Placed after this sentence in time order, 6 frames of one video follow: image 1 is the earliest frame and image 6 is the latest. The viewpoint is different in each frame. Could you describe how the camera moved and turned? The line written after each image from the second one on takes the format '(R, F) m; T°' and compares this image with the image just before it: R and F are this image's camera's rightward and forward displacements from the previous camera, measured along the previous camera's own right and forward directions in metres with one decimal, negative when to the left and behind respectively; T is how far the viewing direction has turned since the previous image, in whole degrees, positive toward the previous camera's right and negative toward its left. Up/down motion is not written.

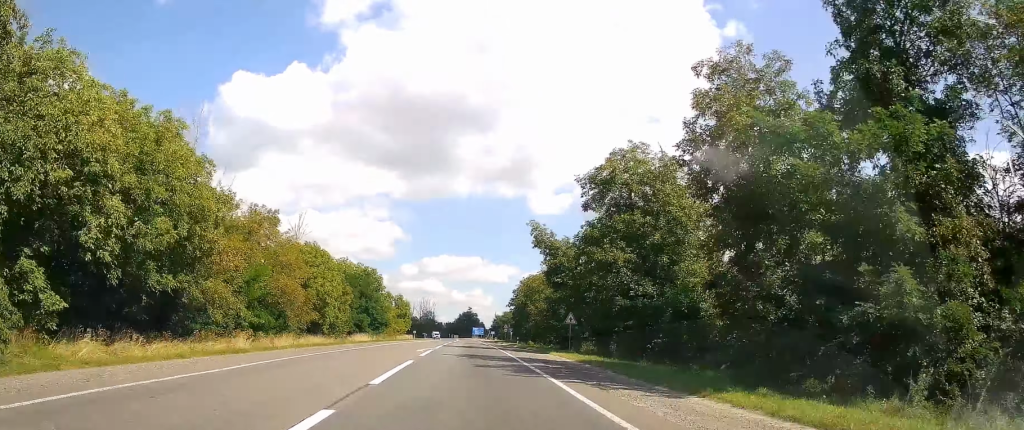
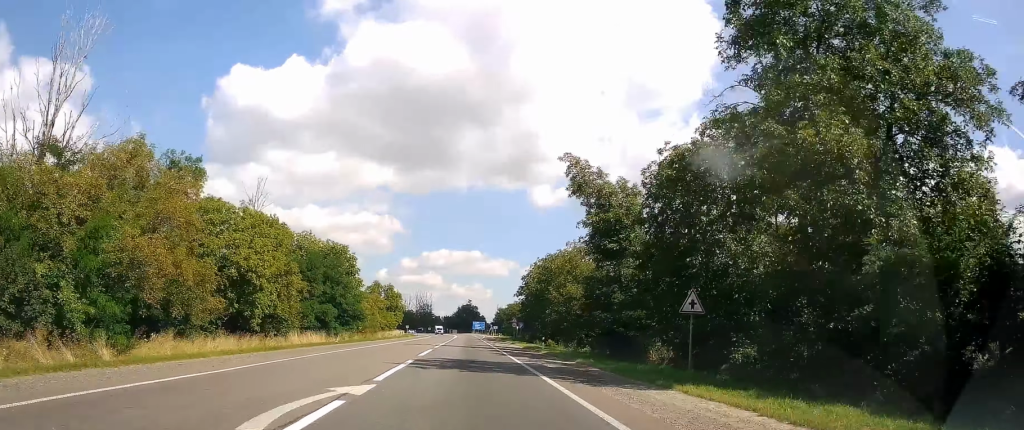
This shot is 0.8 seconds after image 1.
(-0.5, +22.3) m; -1°
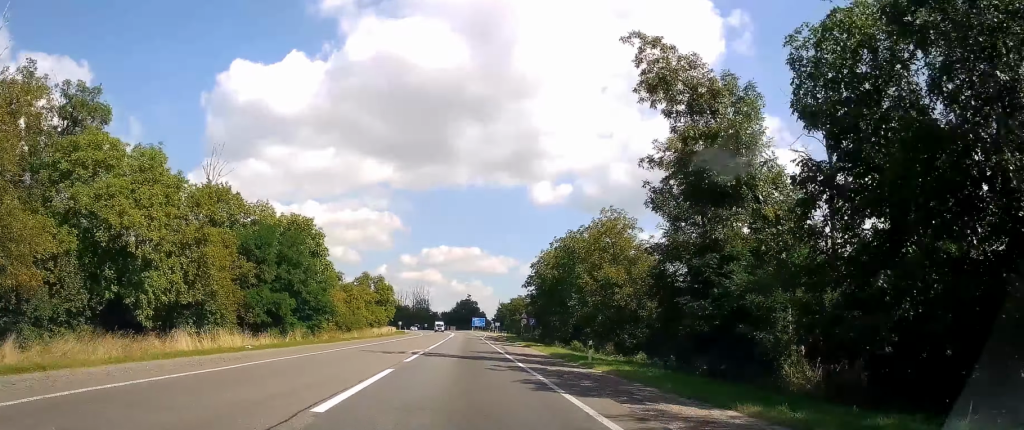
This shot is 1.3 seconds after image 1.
(-0.2, +17.3) m; +1°
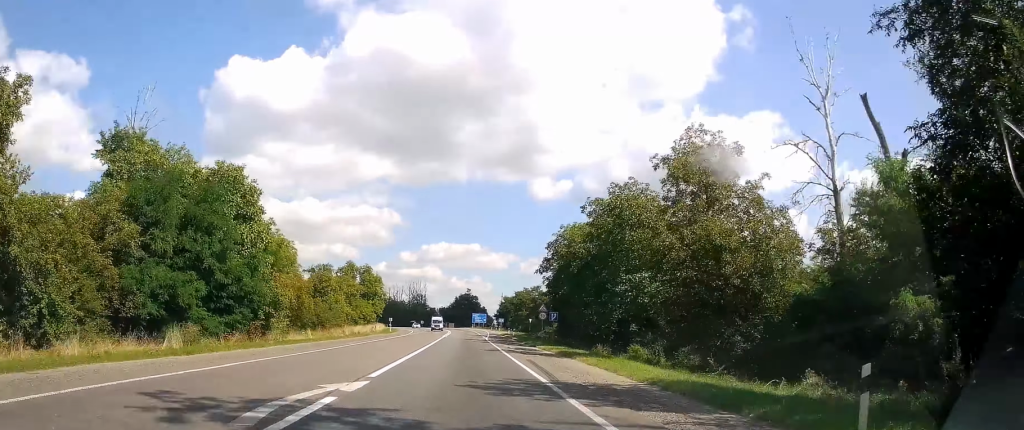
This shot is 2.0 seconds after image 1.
(+0.4, +18.6) m; 0°
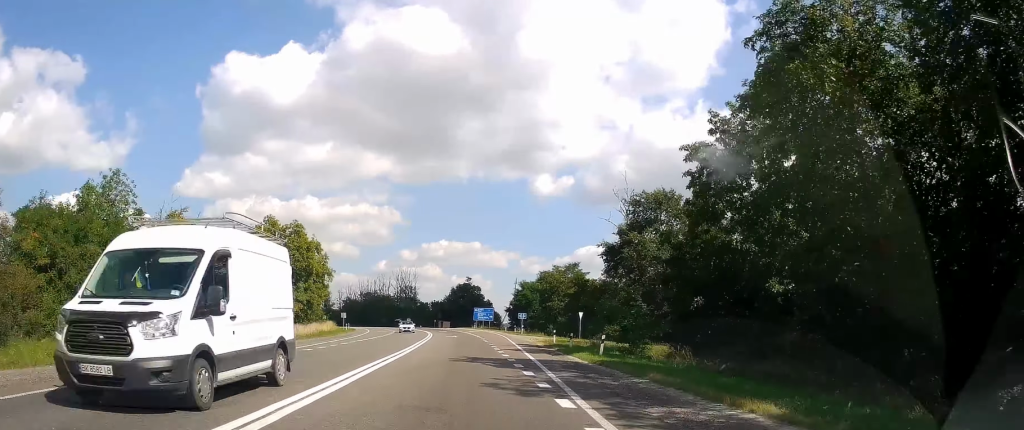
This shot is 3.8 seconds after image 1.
(-0.5, +53.2) m; -1°
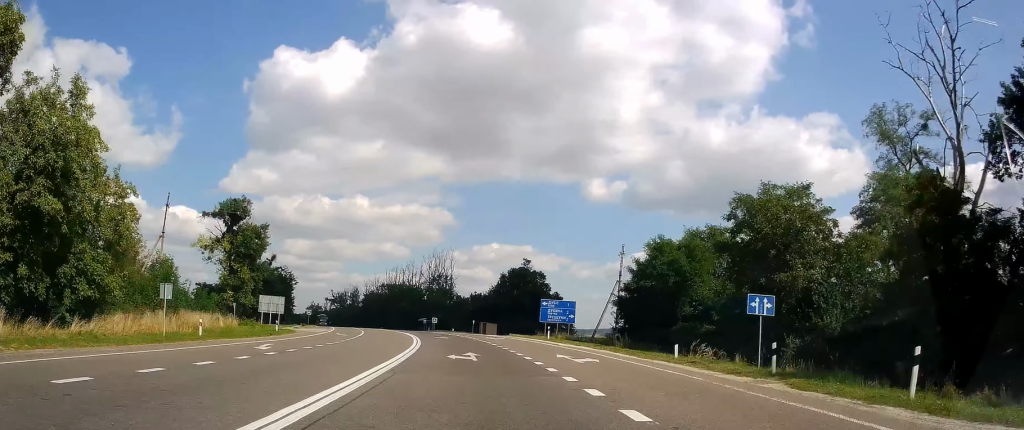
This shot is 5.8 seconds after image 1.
(+0.2, +62.0) m; 0°
